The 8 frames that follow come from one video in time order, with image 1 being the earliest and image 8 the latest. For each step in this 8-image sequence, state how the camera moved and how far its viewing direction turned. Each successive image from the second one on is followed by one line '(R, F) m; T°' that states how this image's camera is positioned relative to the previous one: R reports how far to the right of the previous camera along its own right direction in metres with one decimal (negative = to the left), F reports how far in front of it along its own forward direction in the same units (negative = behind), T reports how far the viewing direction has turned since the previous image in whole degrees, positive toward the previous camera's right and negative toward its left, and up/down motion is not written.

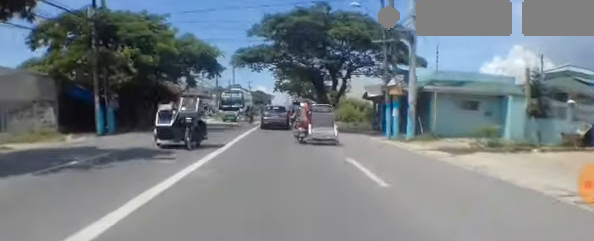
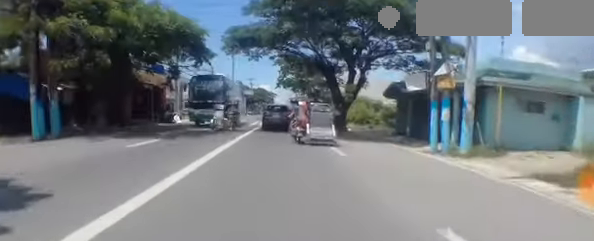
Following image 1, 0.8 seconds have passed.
(0.0, +5.1) m; 0°
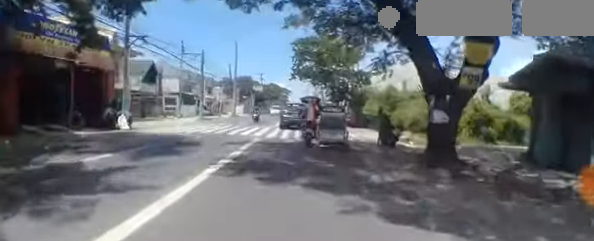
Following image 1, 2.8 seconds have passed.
(-0.1, +12.2) m; 0°
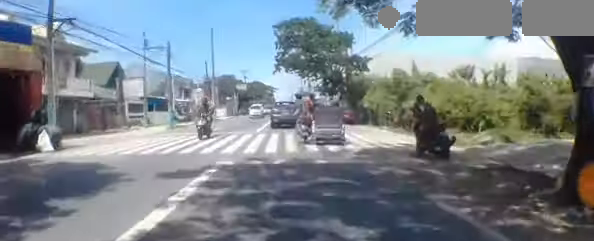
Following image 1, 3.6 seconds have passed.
(0.0, +5.0) m; +2°
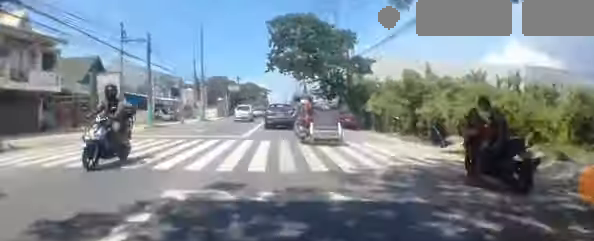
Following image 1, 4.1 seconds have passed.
(-0.1, +2.9) m; +1°
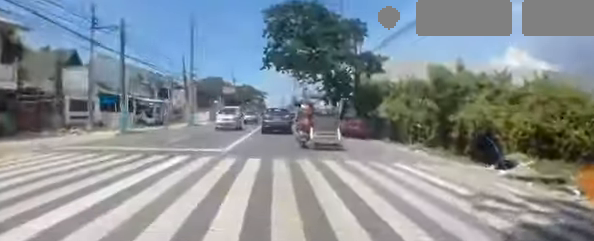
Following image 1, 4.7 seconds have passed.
(+0.2, +3.7) m; -4°
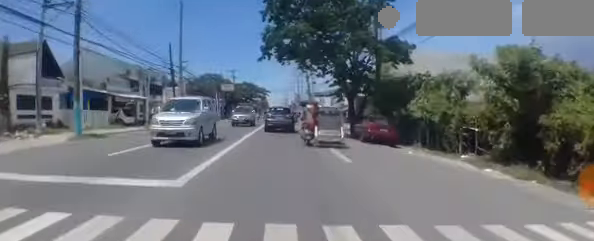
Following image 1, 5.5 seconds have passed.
(-0.4, +5.2) m; -4°
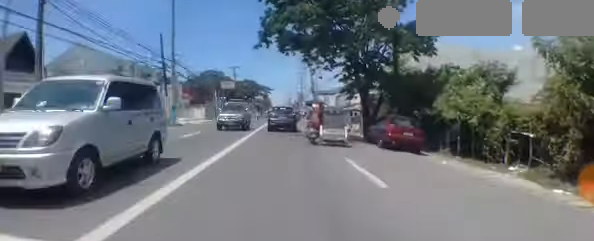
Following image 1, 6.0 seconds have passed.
(-0.4, +3.1) m; -1°
